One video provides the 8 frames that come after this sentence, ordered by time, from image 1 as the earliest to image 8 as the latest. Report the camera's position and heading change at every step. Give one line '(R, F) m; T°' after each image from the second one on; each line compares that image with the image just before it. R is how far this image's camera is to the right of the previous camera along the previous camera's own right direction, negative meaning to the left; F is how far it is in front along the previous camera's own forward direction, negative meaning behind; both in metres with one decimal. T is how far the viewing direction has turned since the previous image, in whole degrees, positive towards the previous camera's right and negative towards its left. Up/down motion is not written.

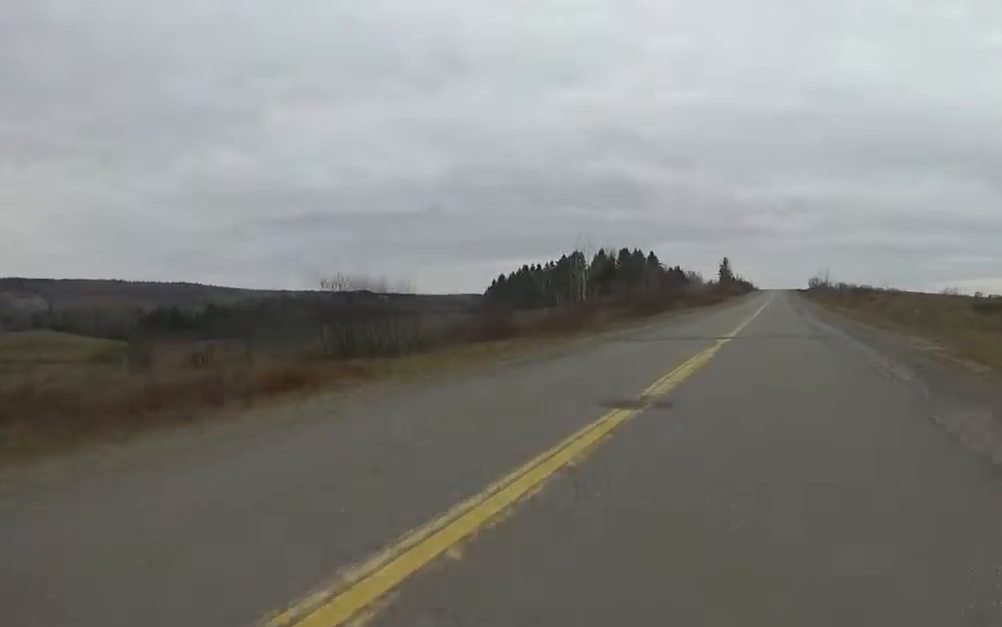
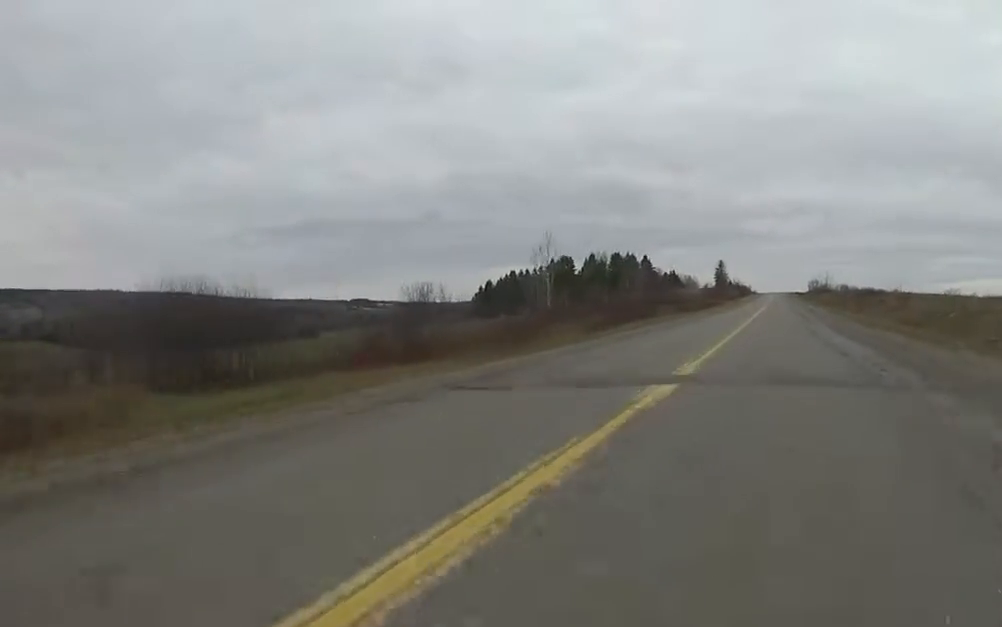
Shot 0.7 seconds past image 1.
(+0.2, +7.2) m; -1°
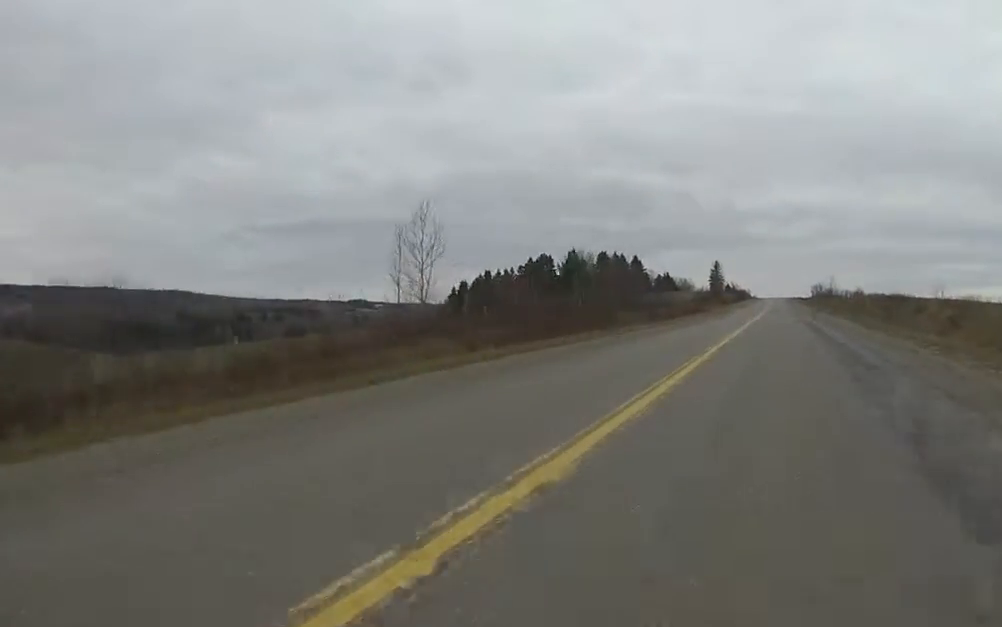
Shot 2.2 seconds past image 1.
(-0.8, +15.4) m; -1°
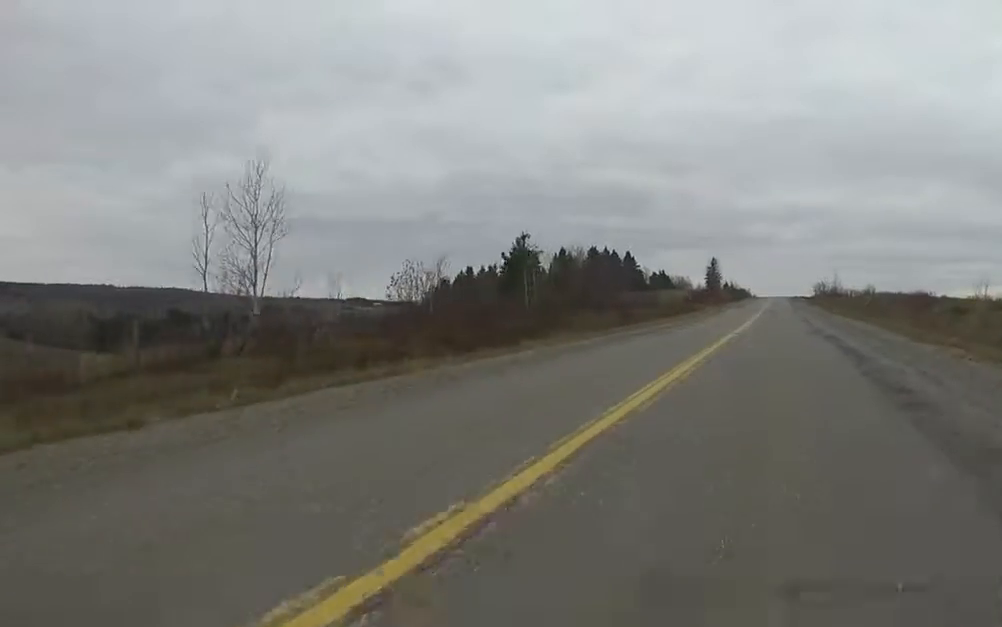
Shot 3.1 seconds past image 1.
(+0.9, +9.7) m; +2°
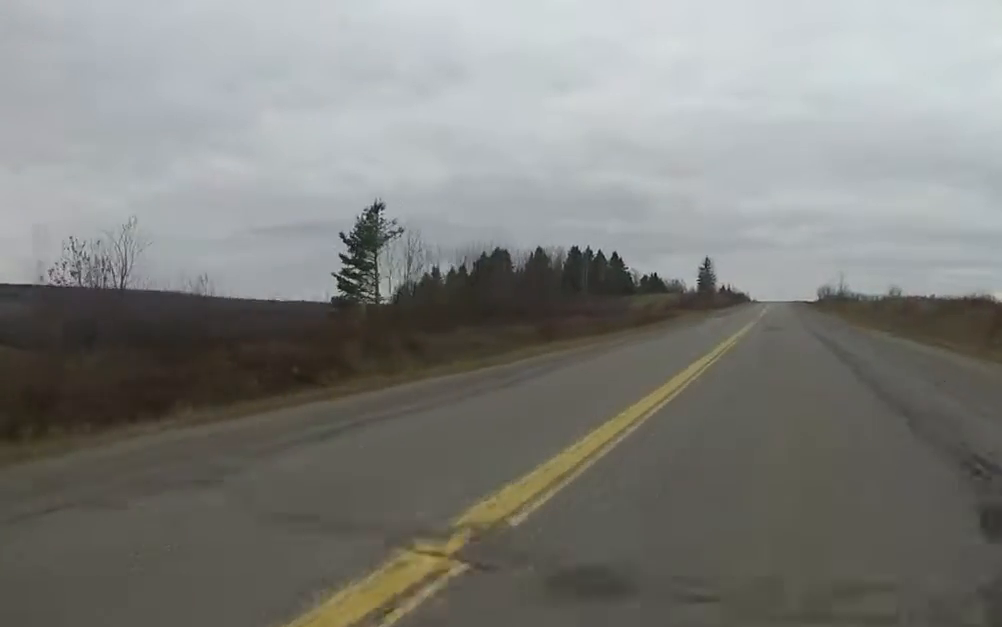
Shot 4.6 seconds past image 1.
(-0.2, +15.1) m; -1°
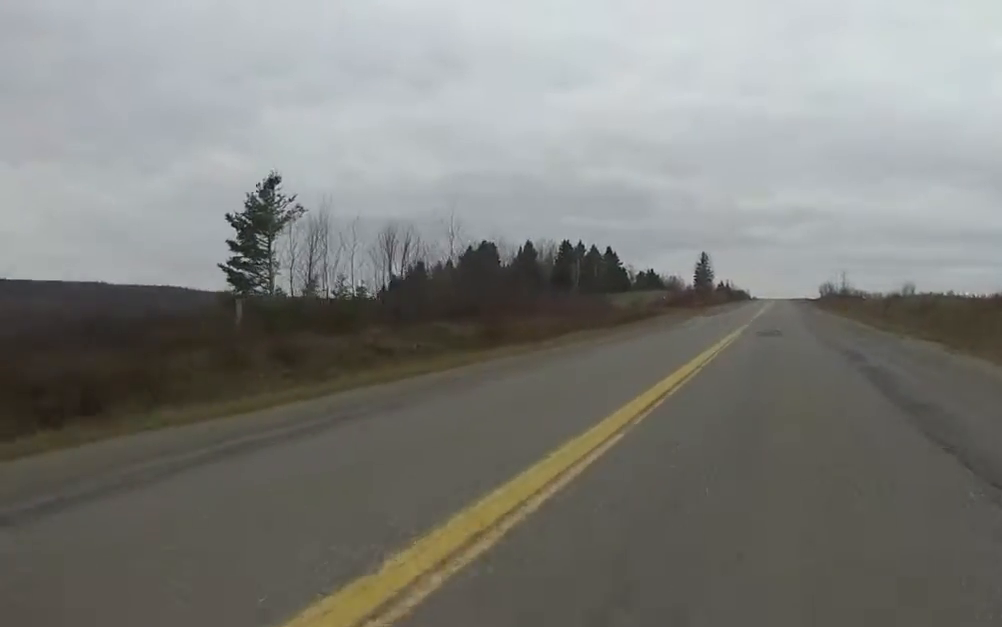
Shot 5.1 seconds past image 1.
(+0.4, +5.9) m; -1°
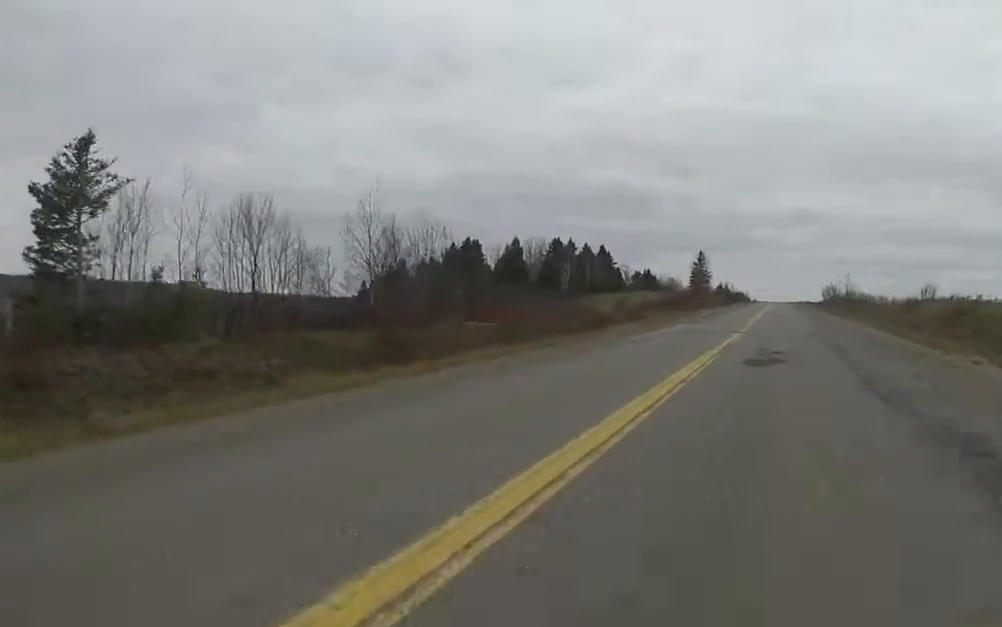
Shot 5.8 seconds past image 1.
(-0.6, +7.1) m; 0°
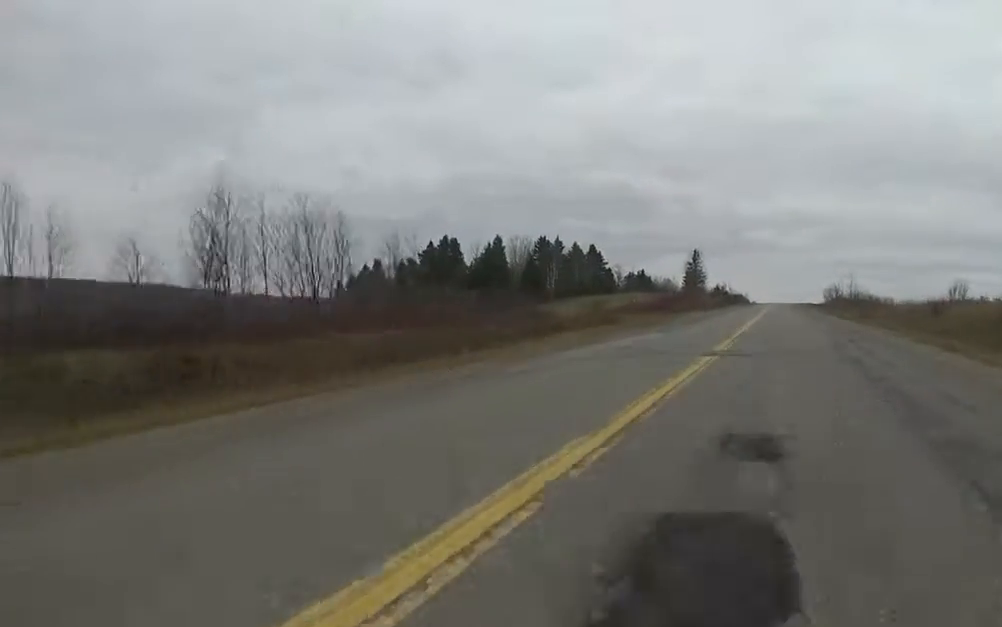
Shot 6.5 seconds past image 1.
(0.0, +7.7) m; +1°
